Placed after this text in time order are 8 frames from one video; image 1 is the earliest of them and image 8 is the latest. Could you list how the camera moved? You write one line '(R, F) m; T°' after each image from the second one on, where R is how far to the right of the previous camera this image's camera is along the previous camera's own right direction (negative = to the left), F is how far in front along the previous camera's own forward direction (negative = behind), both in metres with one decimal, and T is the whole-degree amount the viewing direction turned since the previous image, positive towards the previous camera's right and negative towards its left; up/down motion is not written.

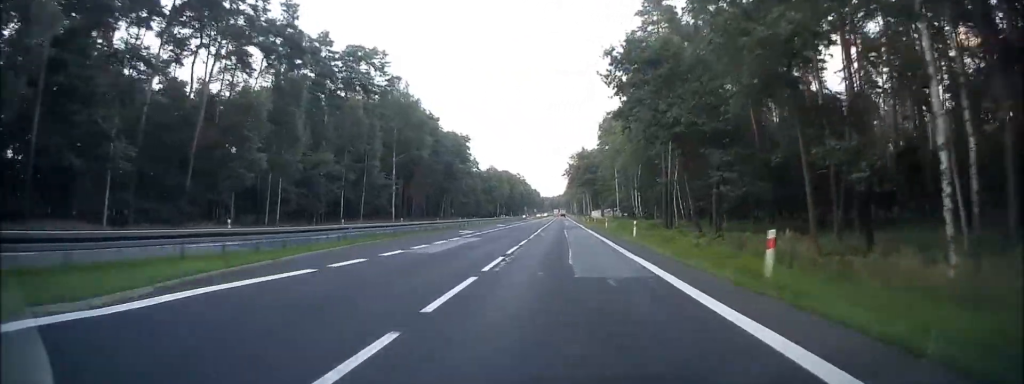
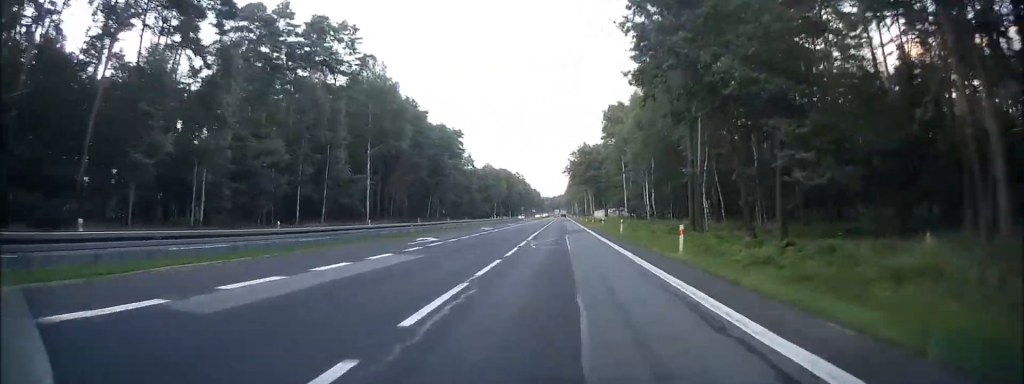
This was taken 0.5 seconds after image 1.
(0.0, +12.7) m; 0°
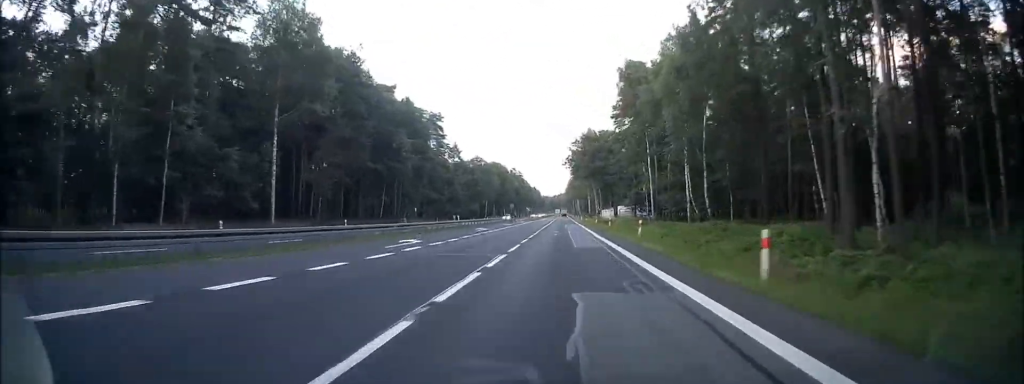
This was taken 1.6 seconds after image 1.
(0.0, +27.6) m; -1°
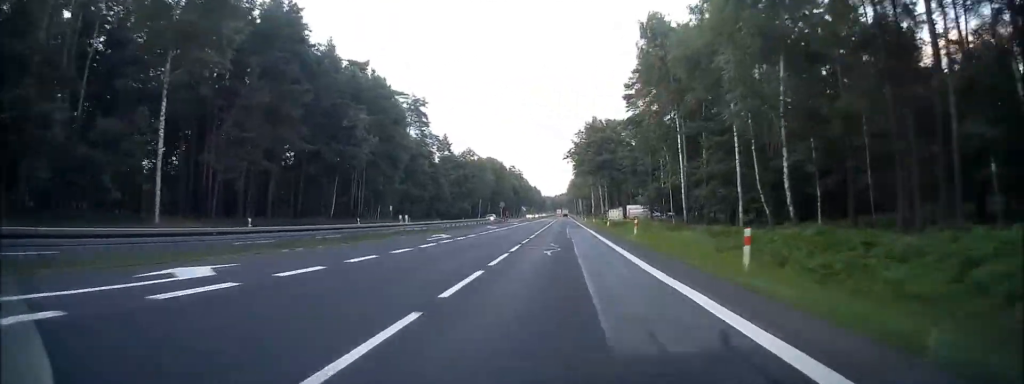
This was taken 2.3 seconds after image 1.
(-0.2, +17.4) m; 0°
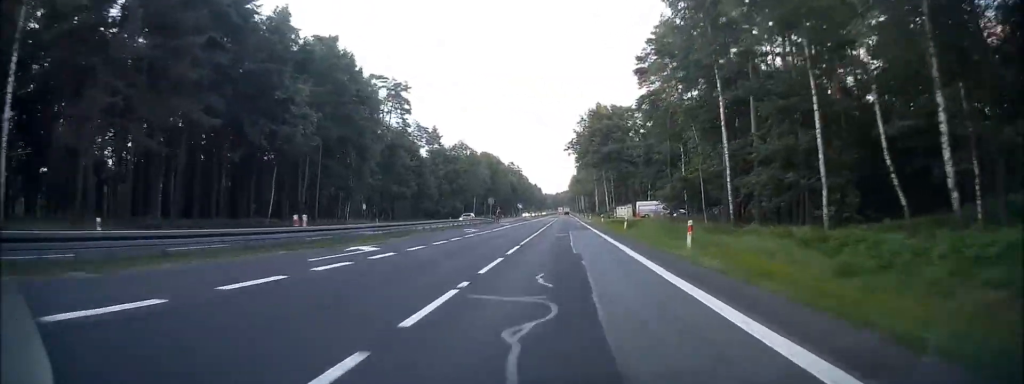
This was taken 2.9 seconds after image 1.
(+0.1, +13.9) m; 0°
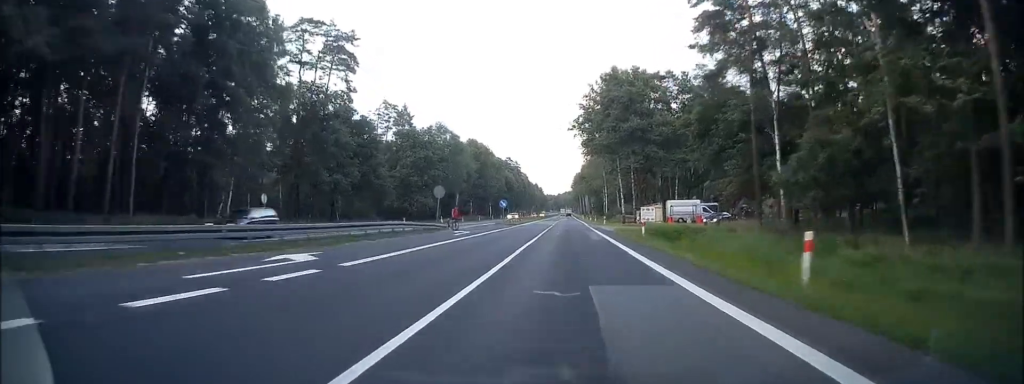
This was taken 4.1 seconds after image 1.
(+0.1, +29.9) m; 0°
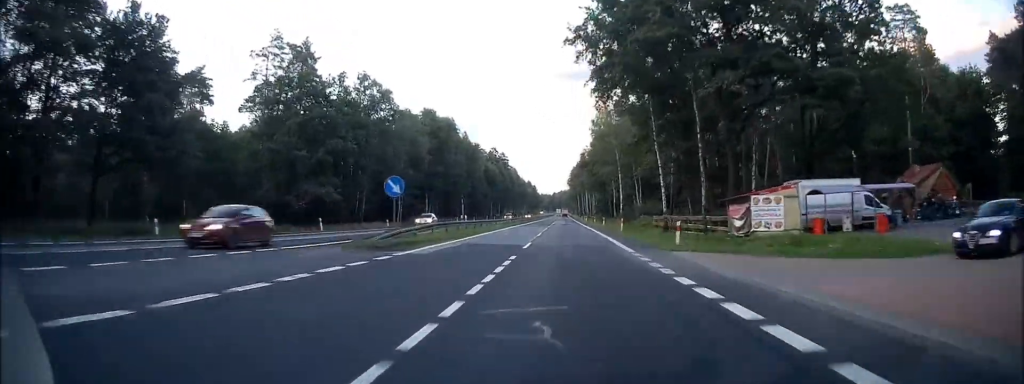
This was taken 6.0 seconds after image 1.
(-0.2, +44.3) m; 0°
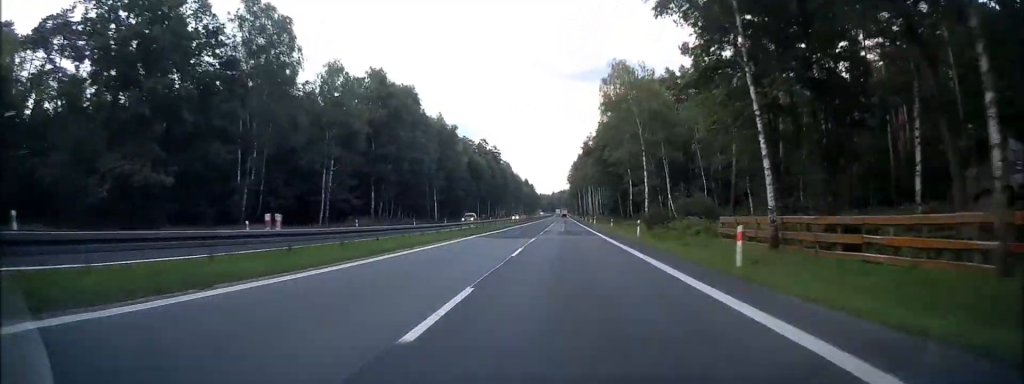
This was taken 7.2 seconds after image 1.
(+0.3, +29.0) m; 0°
